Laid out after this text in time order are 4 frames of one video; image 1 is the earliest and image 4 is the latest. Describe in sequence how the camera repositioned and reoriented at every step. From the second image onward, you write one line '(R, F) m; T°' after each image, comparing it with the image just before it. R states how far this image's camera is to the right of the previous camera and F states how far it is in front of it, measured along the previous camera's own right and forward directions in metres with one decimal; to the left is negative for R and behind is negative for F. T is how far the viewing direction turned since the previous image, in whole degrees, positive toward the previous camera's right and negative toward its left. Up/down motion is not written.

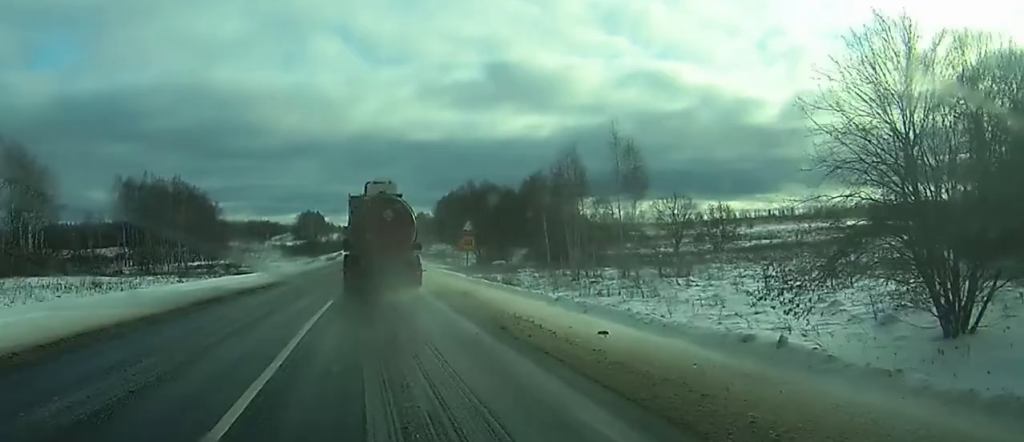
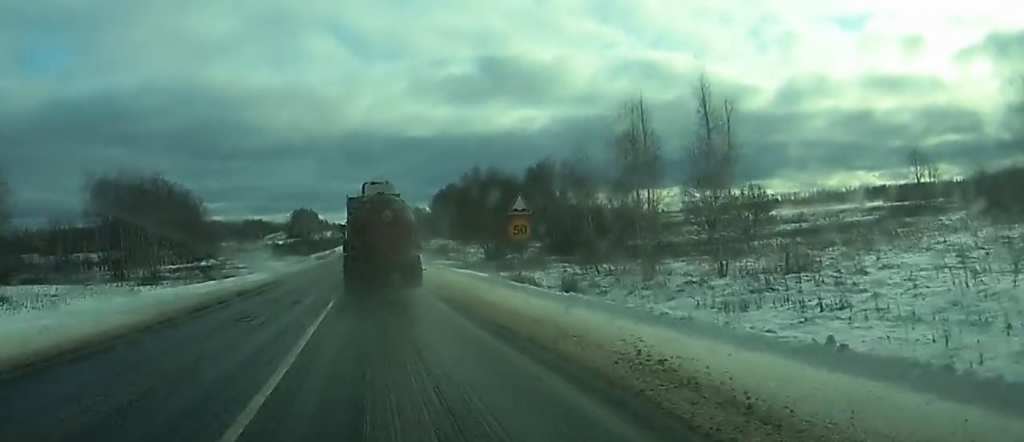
(+0.1, +17.4) m; 0°
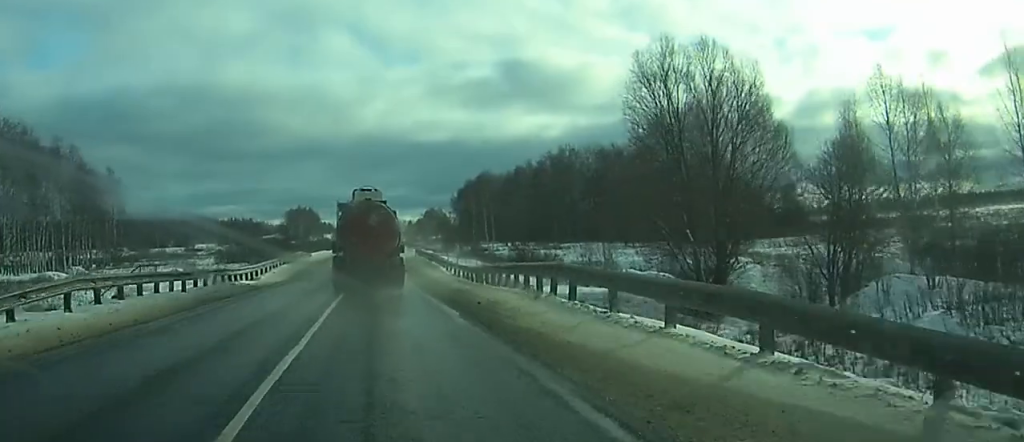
(+0.1, +97.0) m; 0°
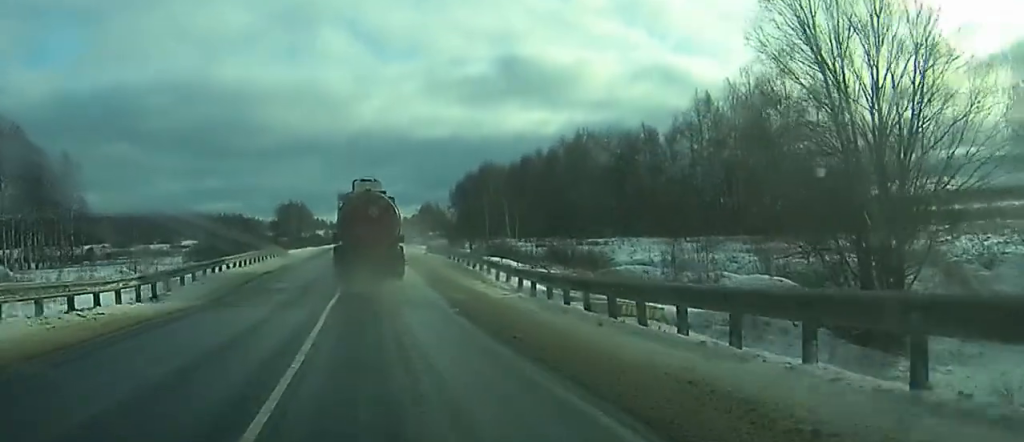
(0.0, +21.3) m; 0°
